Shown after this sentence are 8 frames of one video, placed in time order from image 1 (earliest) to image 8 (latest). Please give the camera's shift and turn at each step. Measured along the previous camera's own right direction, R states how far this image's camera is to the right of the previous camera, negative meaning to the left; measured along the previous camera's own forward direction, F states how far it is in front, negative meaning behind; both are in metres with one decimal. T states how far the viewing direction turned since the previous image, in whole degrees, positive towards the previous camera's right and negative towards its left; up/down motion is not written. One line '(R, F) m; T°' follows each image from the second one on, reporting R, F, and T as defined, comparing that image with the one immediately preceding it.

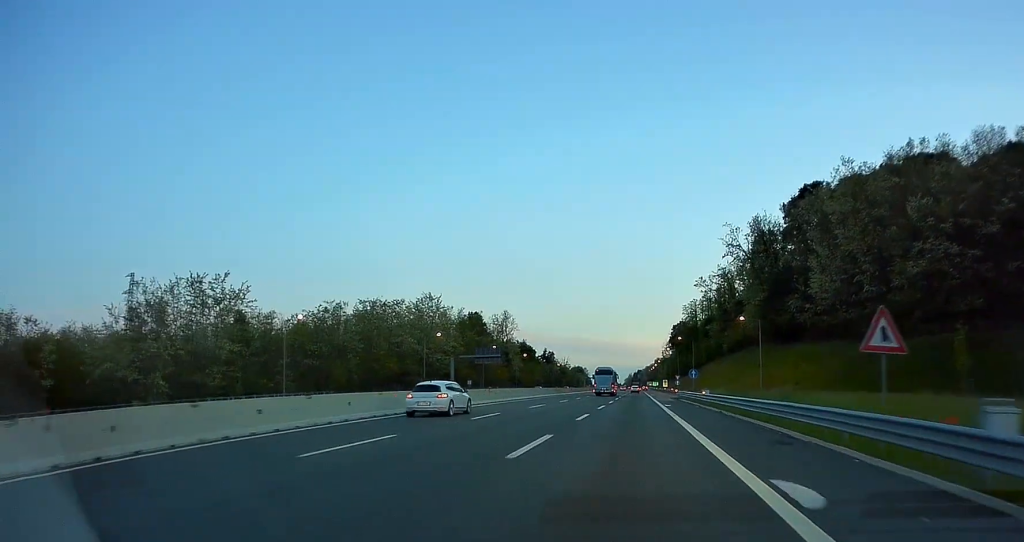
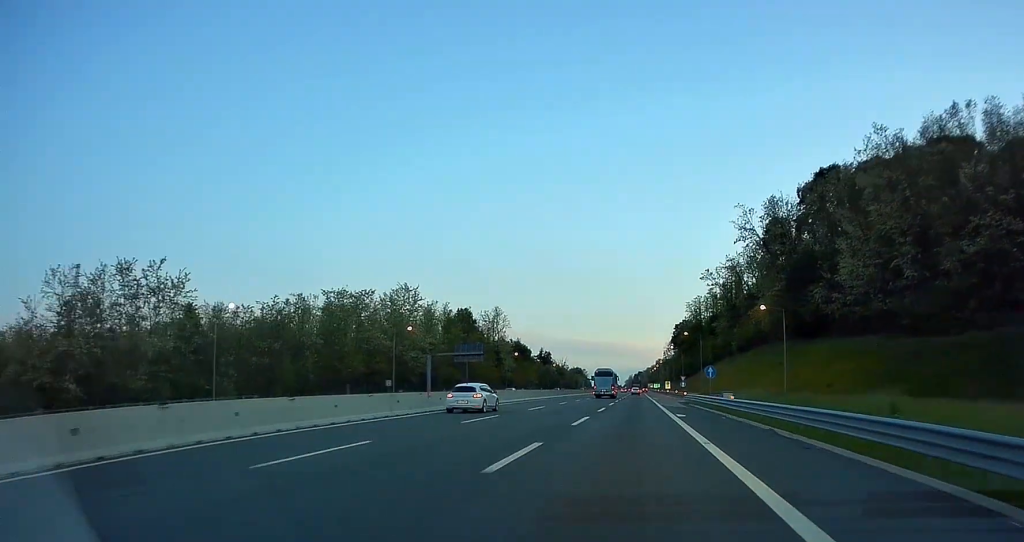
(+0.1, +13.7) m; 0°
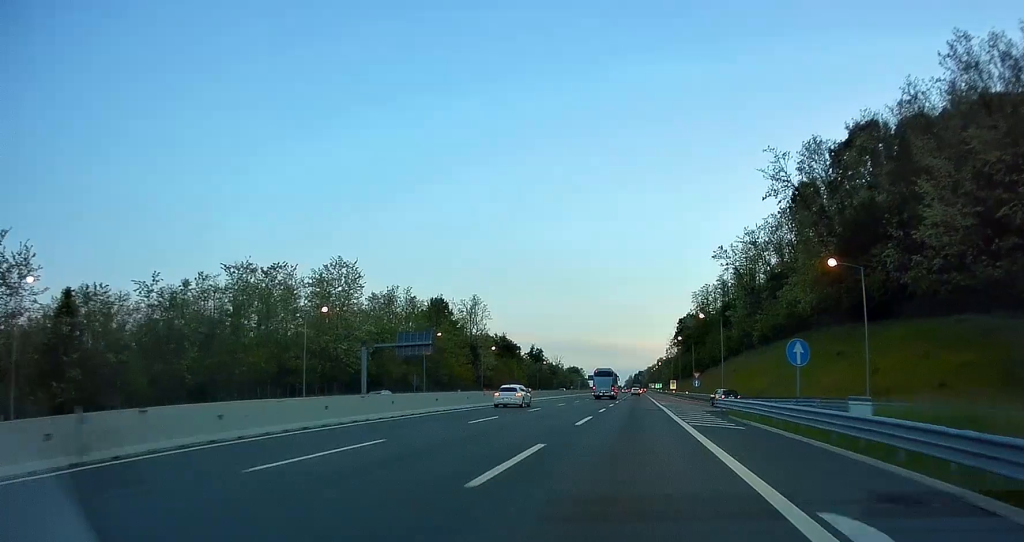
(0.0, +25.7) m; -1°
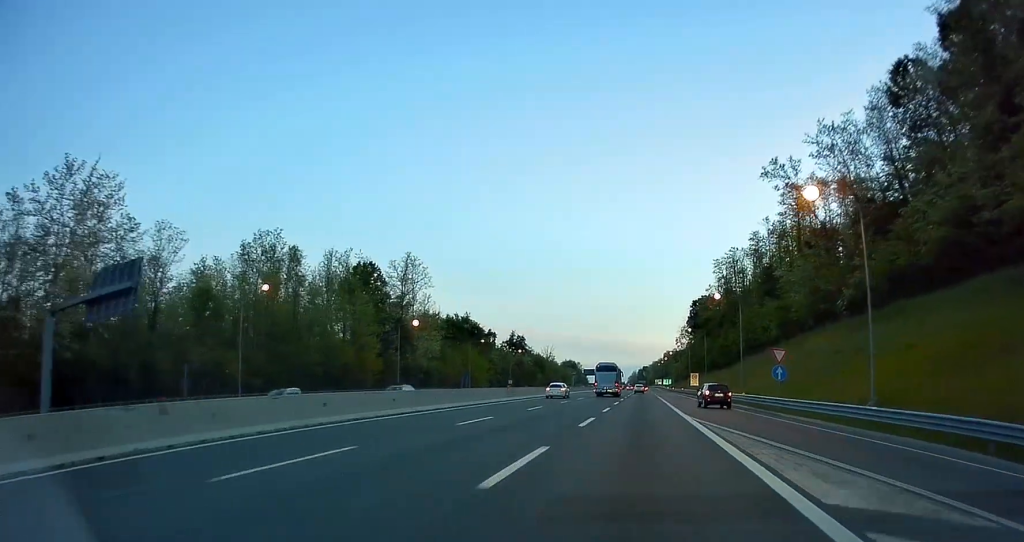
(-0.3, +50.4) m; 0°
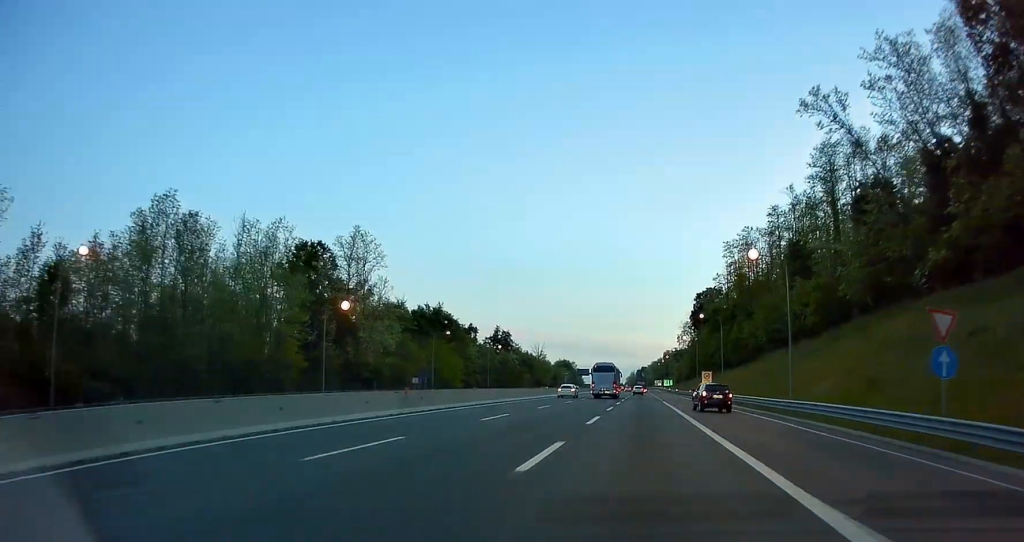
(+0.2, +21.4) m; 0°
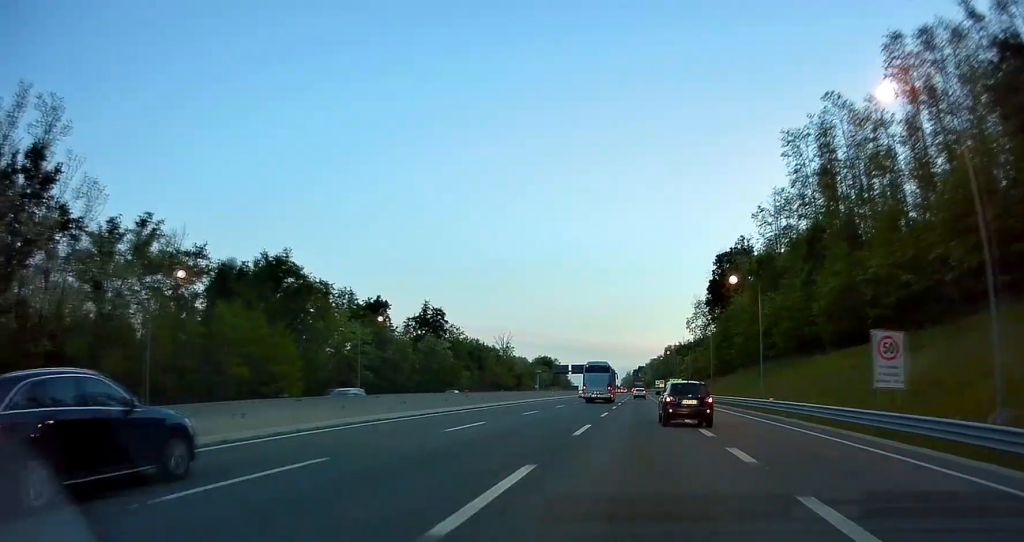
(-1.0, +64.0) m; -1°
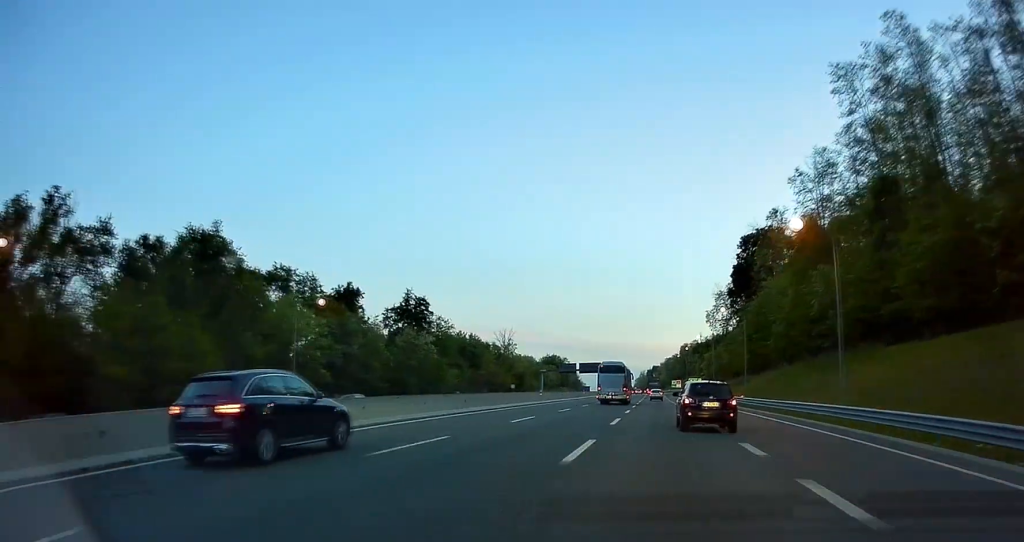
(+0.4, +18.7) m; 0°
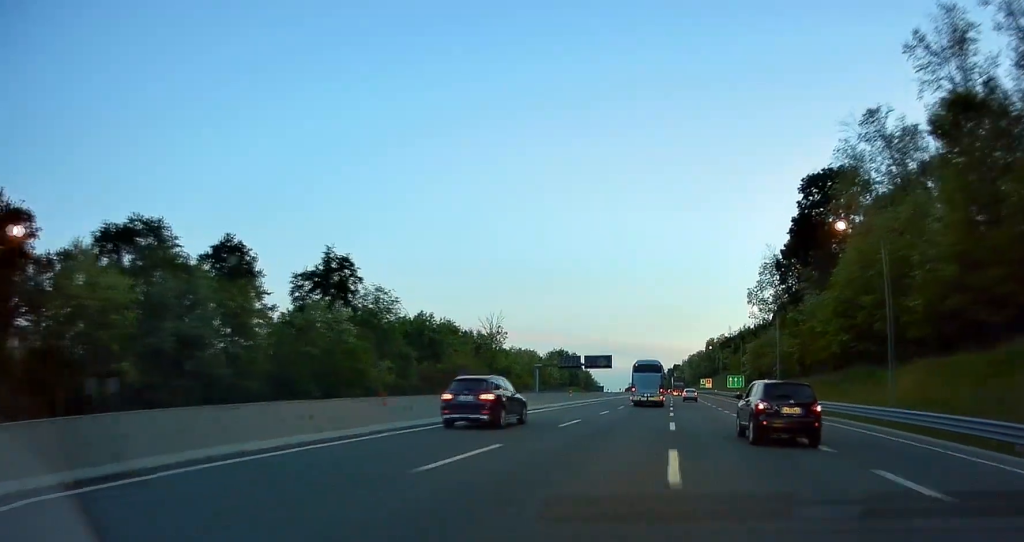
(-0.8, +38.6) m; -1°
